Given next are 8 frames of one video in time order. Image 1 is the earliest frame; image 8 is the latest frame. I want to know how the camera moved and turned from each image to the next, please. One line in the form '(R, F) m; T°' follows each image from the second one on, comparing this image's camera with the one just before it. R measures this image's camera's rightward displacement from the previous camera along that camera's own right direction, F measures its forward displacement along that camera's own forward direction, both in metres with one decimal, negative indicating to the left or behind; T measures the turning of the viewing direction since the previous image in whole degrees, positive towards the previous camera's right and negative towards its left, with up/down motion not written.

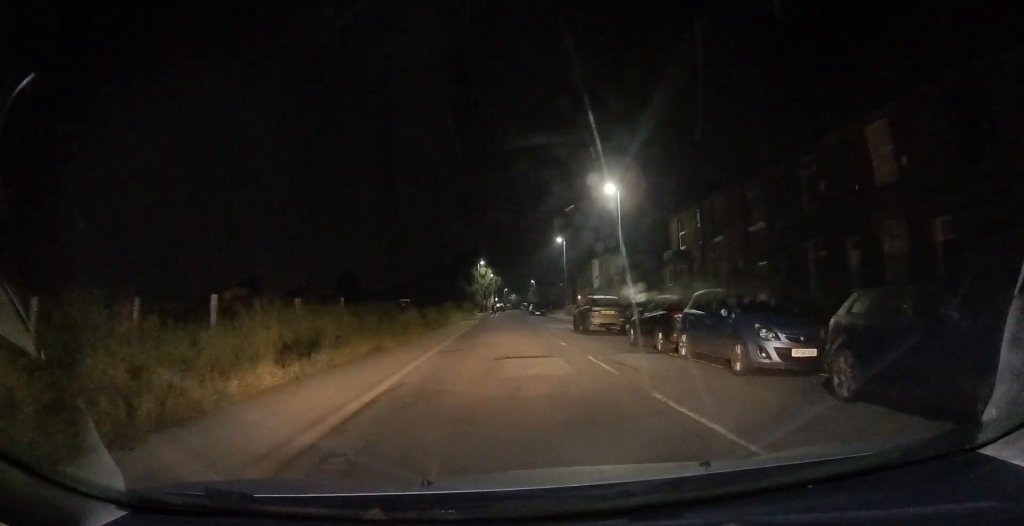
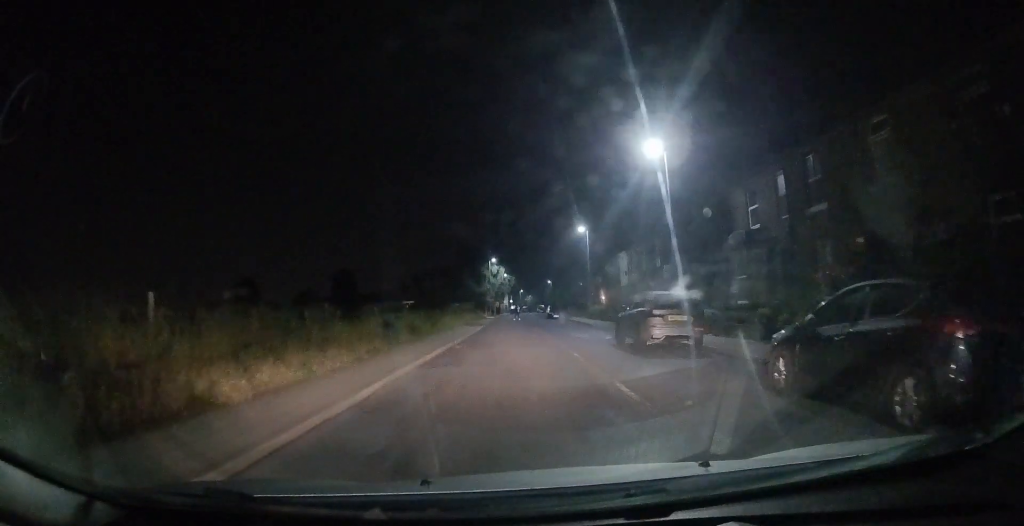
(-0.3, +8.6) m; -2°
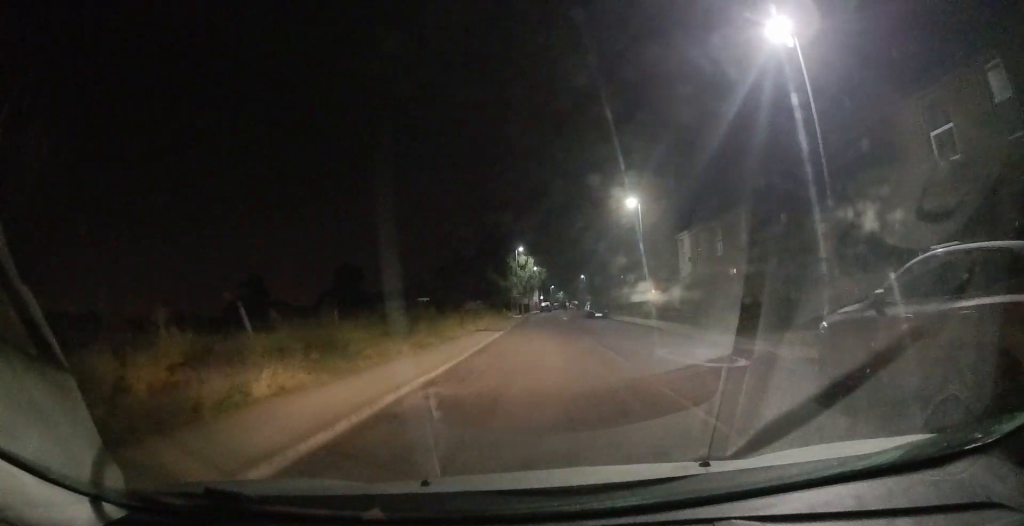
(+0.1, +9.7) m; +2°
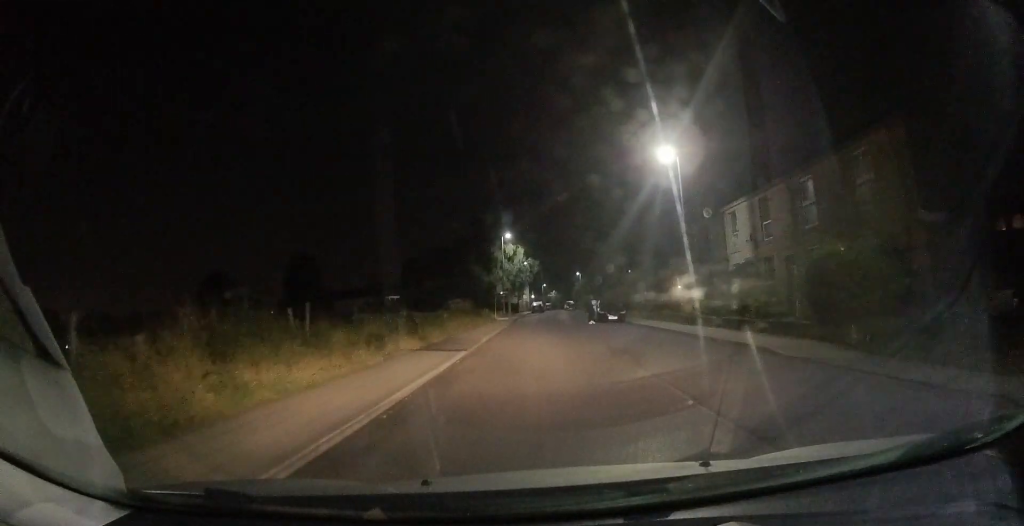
(-0.2, +11.3) m; -1°
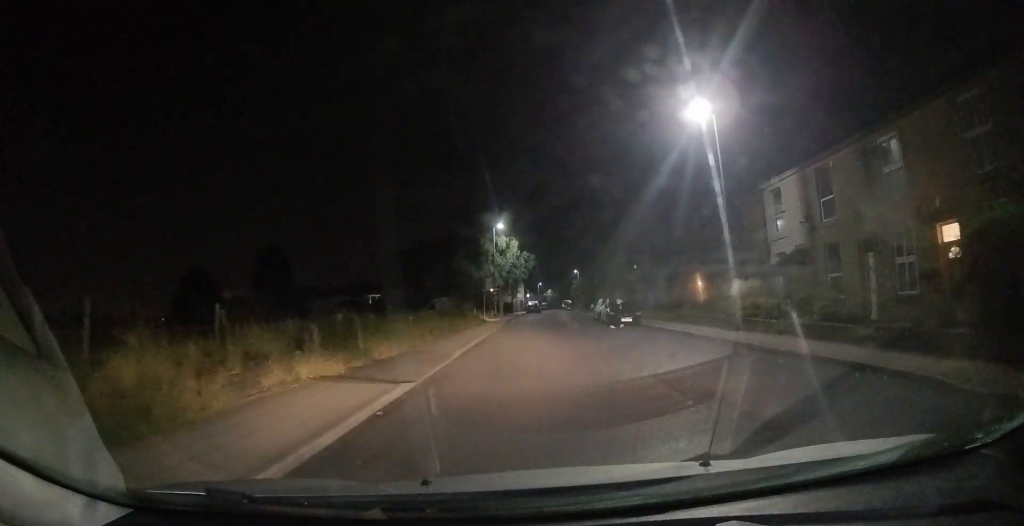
(0.0, +5.6) m; +1°
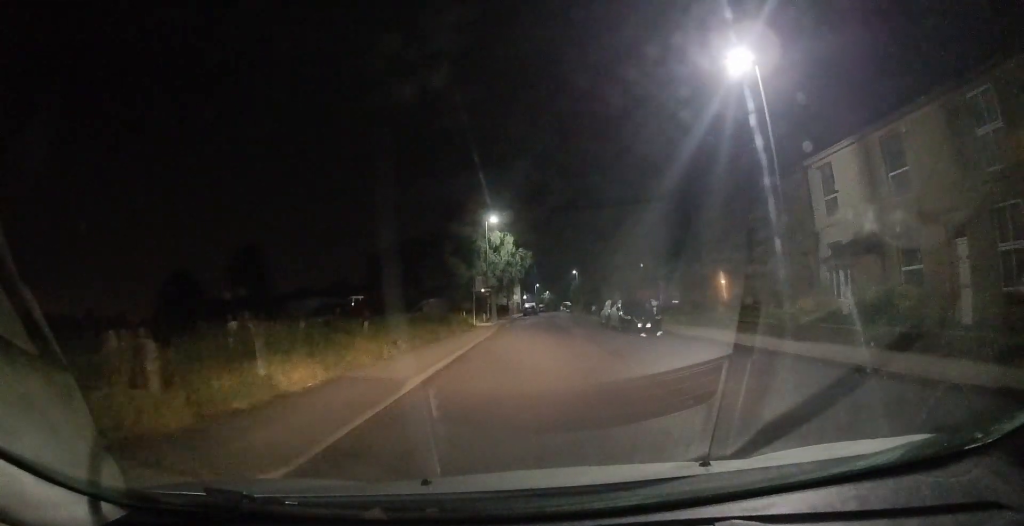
(+0.2, +4.5) m; 0°
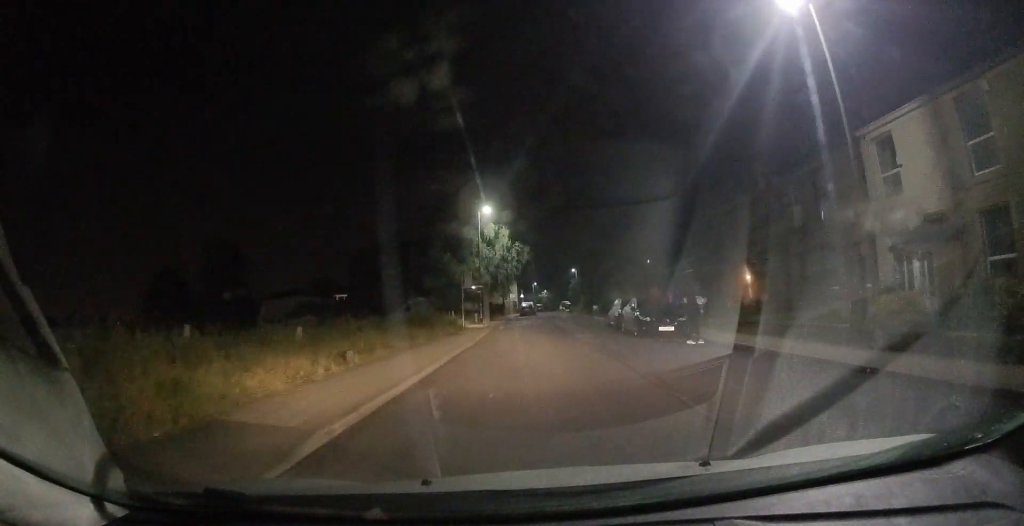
(0.0, +3.8) m; 0°
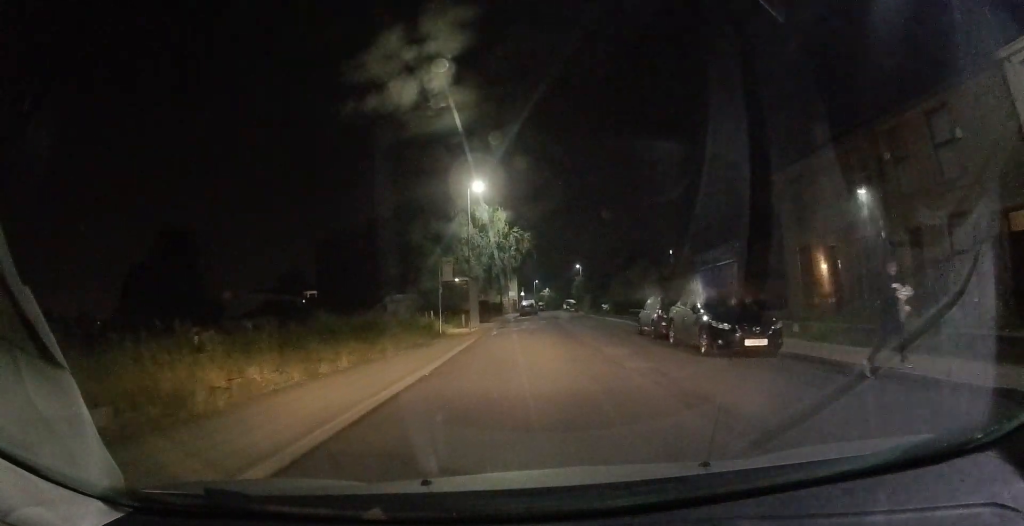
(-0.1, +7.0) m; -1°
